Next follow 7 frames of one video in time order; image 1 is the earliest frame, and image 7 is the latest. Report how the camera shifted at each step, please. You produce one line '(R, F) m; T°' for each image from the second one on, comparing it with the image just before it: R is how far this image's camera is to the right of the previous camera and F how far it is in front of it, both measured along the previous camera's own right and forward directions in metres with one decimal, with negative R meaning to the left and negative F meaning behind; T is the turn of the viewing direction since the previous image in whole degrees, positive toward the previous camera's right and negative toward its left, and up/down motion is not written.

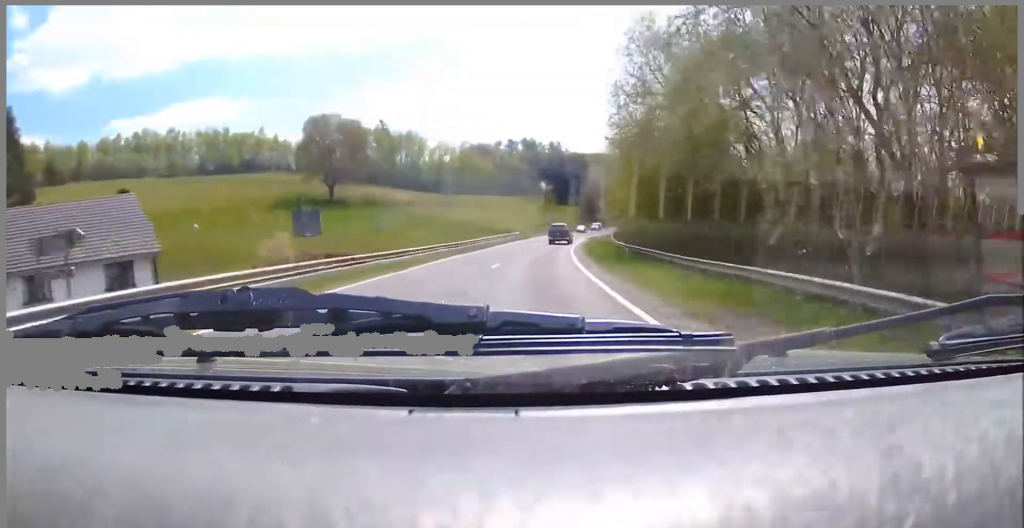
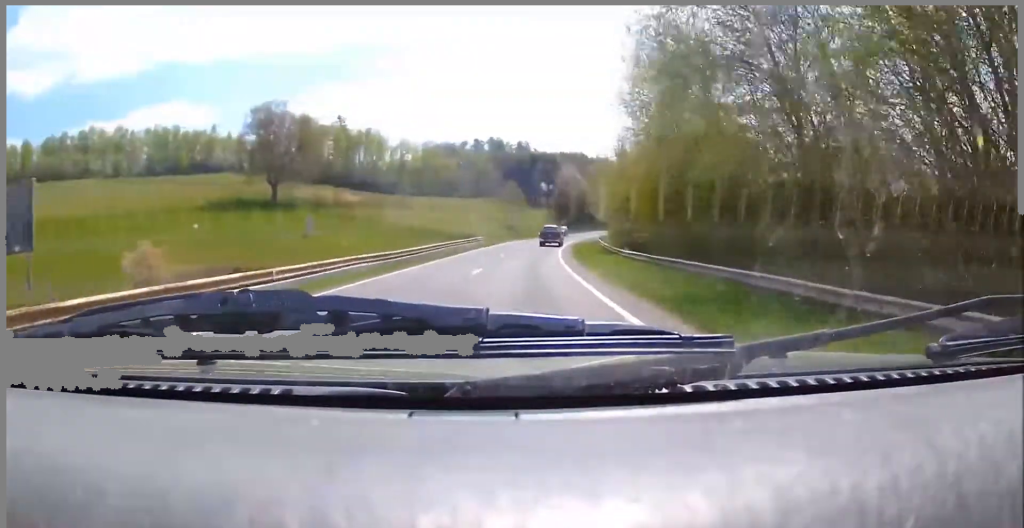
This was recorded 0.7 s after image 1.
(-0.5, +16.1) m; +3°
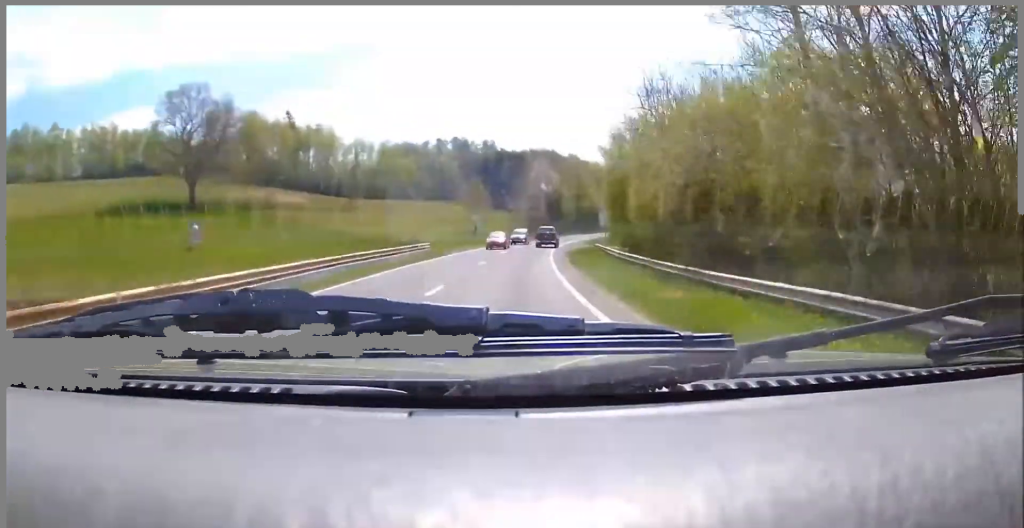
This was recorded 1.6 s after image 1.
(+1.7, +21.7) m; +11°
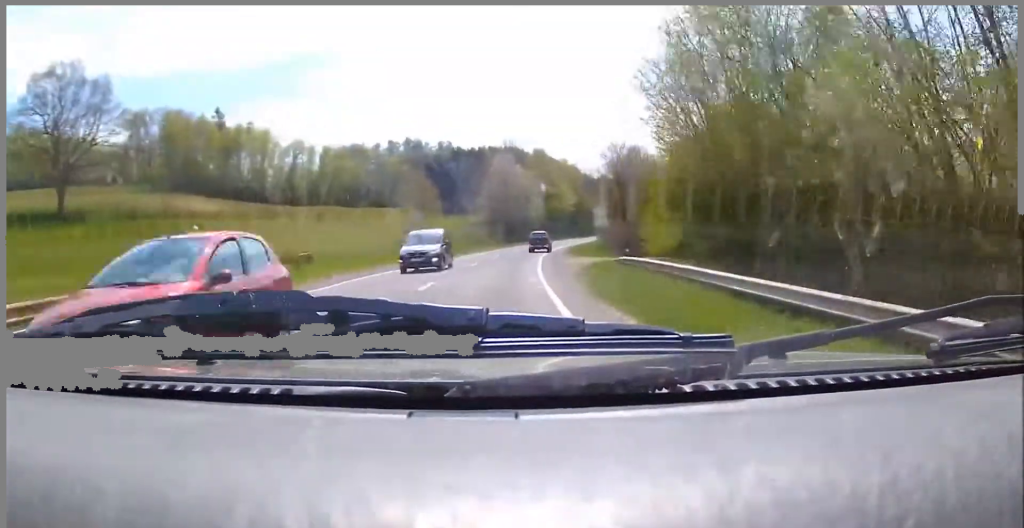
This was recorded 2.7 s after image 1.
(+3.4, +25.5) m; +19°
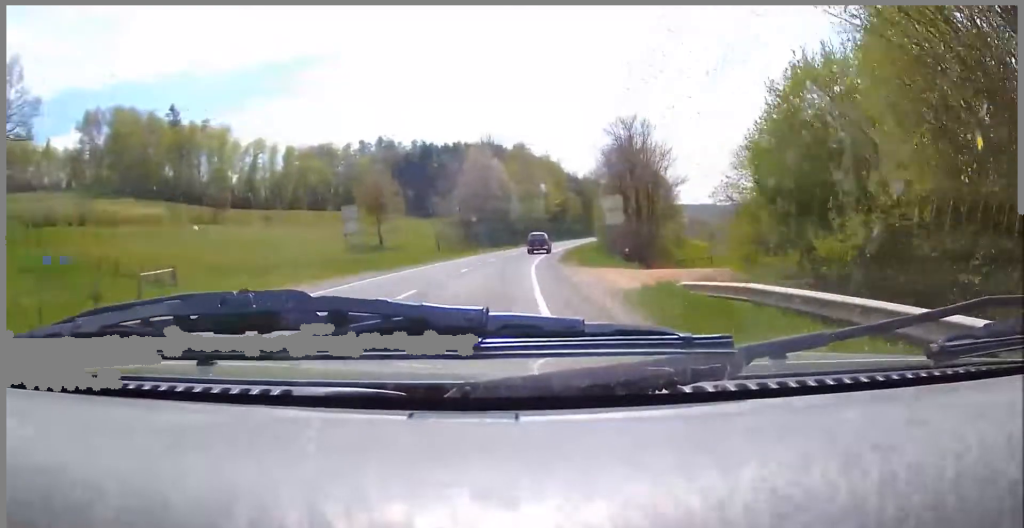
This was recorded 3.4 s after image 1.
(+2.3, +14.4) m; +1°
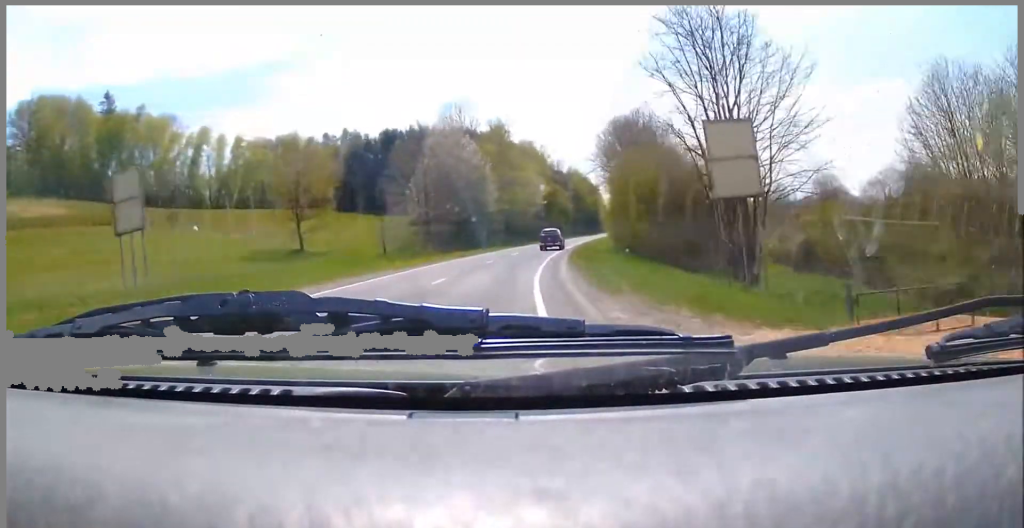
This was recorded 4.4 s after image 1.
(-0.5, +21.0) m; -5°
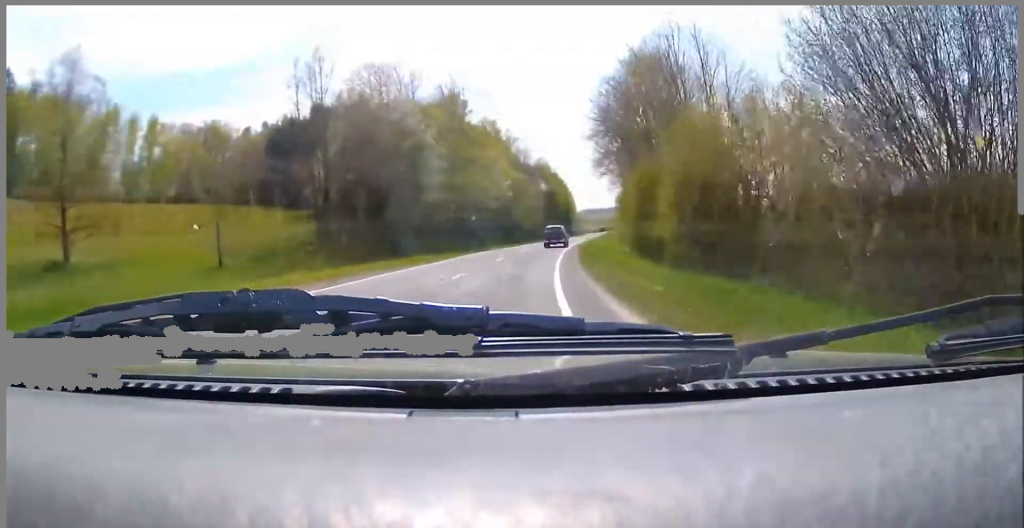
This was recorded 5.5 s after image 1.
(-1.7, +25.3) m; -4°
